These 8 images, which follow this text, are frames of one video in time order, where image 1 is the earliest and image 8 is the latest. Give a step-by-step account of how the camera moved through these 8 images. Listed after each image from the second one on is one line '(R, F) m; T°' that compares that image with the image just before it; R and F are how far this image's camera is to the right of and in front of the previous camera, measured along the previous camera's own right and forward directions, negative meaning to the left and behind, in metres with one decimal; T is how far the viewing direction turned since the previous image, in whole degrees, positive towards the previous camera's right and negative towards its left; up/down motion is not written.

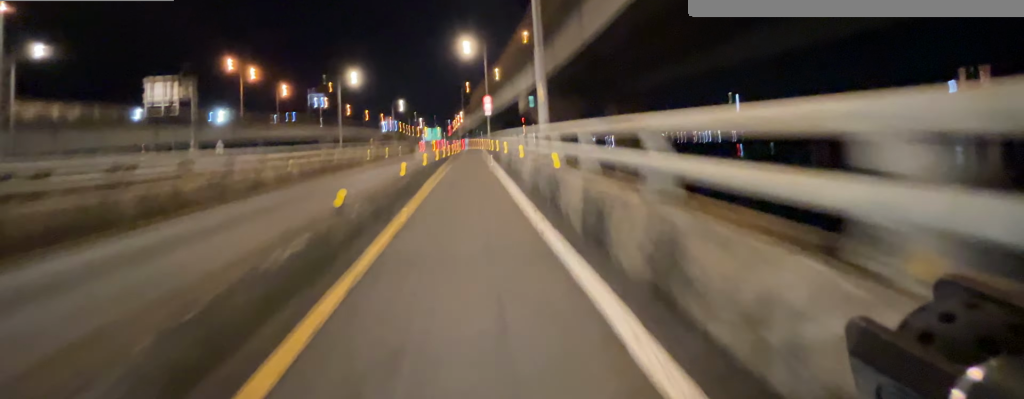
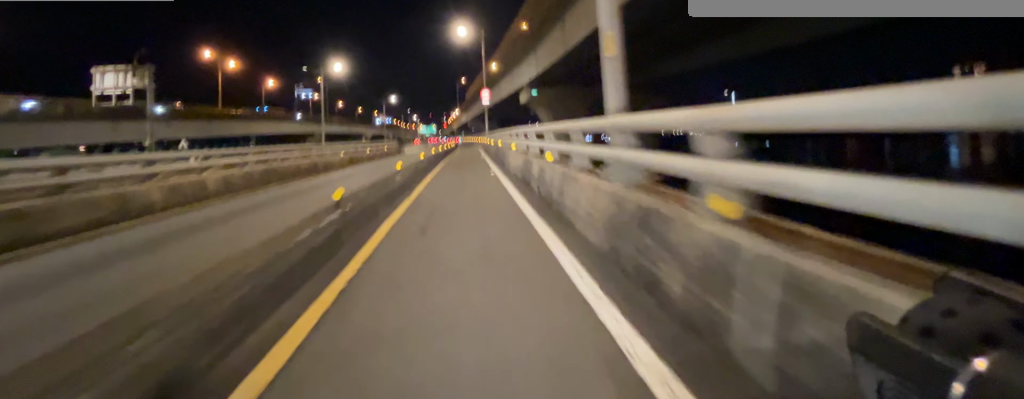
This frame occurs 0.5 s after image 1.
(0.0, +5.4) m; 0°
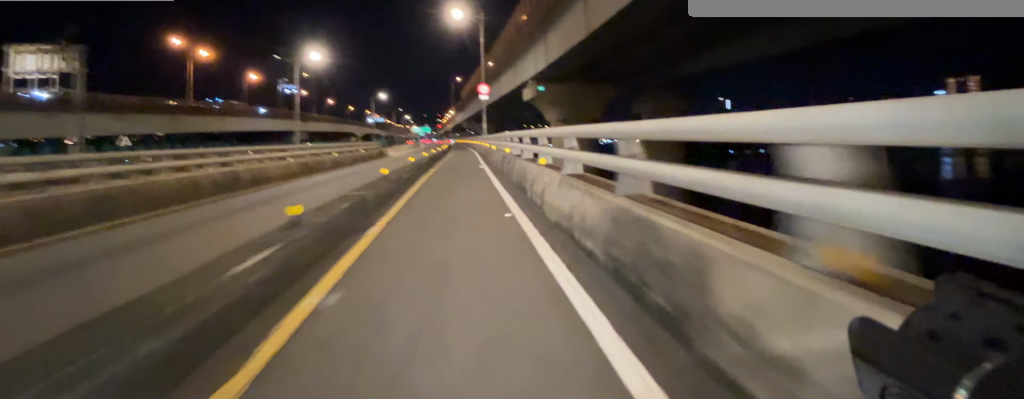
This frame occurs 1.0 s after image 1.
(0.0, +6.7) m; 0°
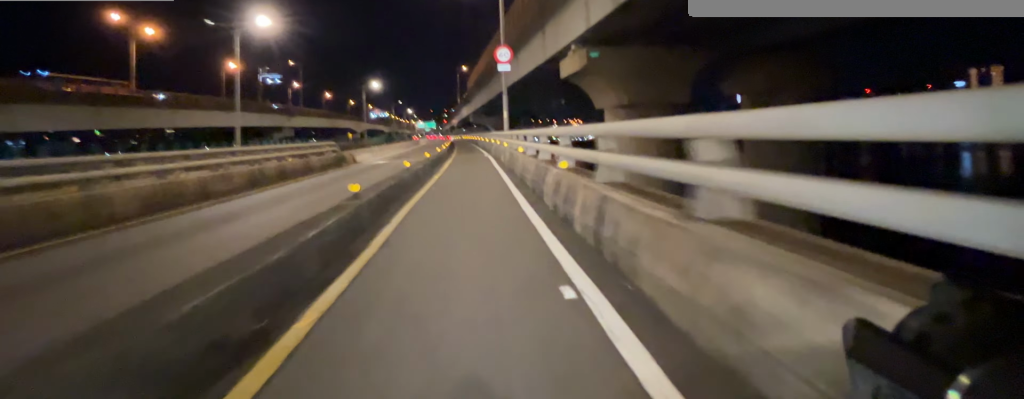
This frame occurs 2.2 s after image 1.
(0.0, +16.0) m; 0°
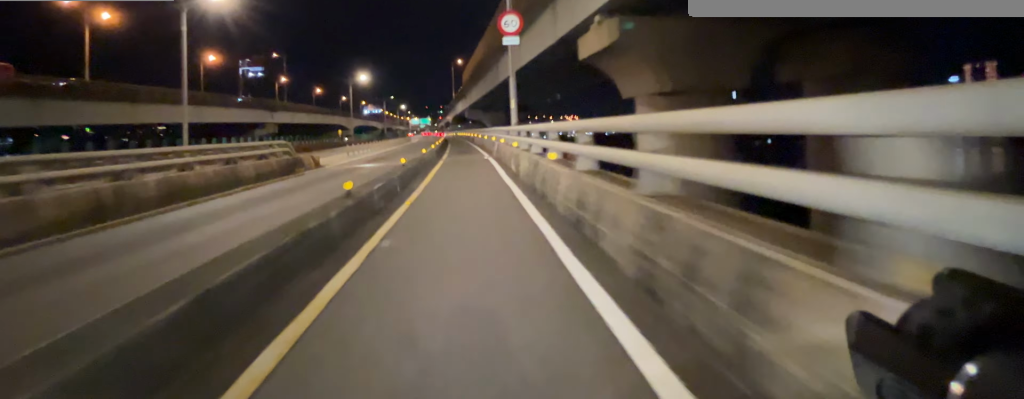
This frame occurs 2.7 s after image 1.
(0.0, +6.5) m; -1°
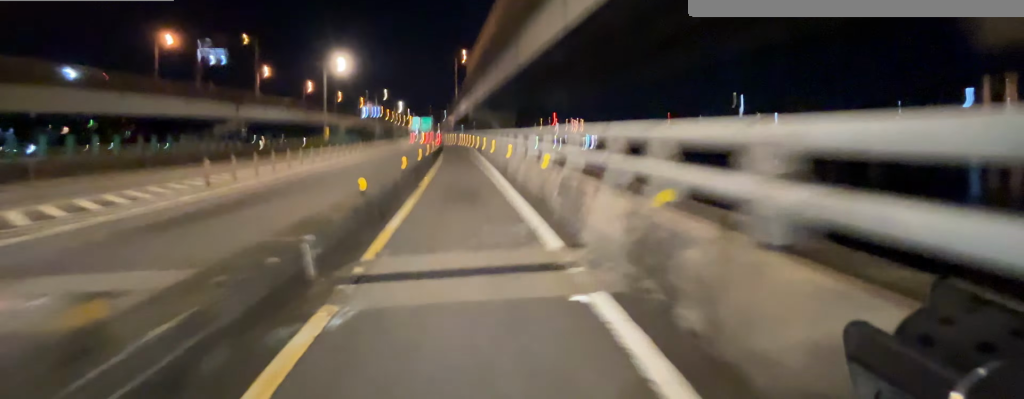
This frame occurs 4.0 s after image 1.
(-0.3, +17.5) m; -2°
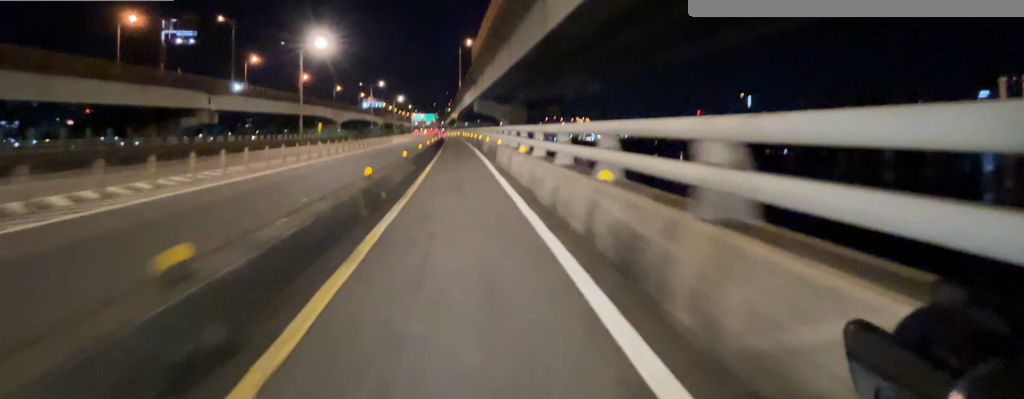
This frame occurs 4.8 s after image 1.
(-0.1, +11.2) m; -1°
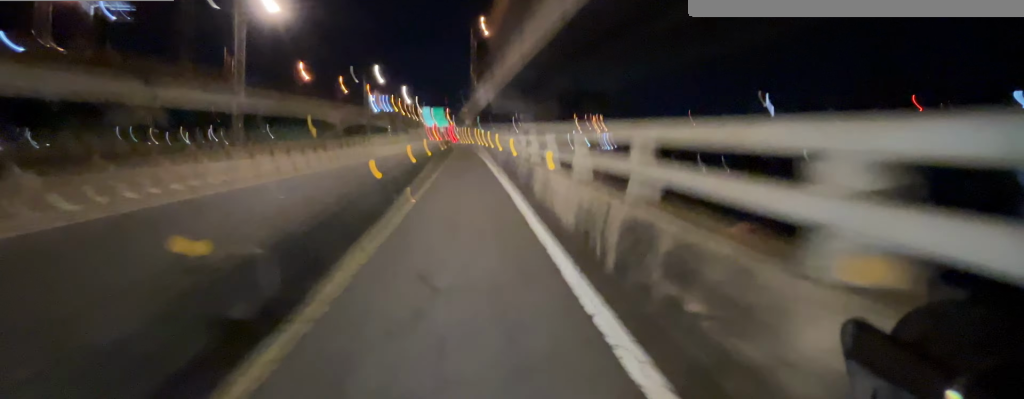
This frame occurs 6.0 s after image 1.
(-0.3, +18.2) m; -1°
